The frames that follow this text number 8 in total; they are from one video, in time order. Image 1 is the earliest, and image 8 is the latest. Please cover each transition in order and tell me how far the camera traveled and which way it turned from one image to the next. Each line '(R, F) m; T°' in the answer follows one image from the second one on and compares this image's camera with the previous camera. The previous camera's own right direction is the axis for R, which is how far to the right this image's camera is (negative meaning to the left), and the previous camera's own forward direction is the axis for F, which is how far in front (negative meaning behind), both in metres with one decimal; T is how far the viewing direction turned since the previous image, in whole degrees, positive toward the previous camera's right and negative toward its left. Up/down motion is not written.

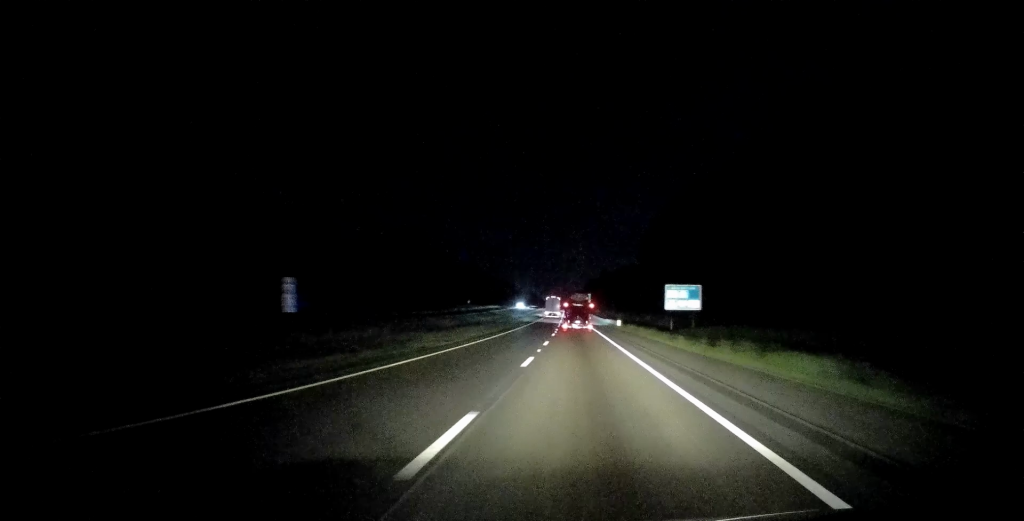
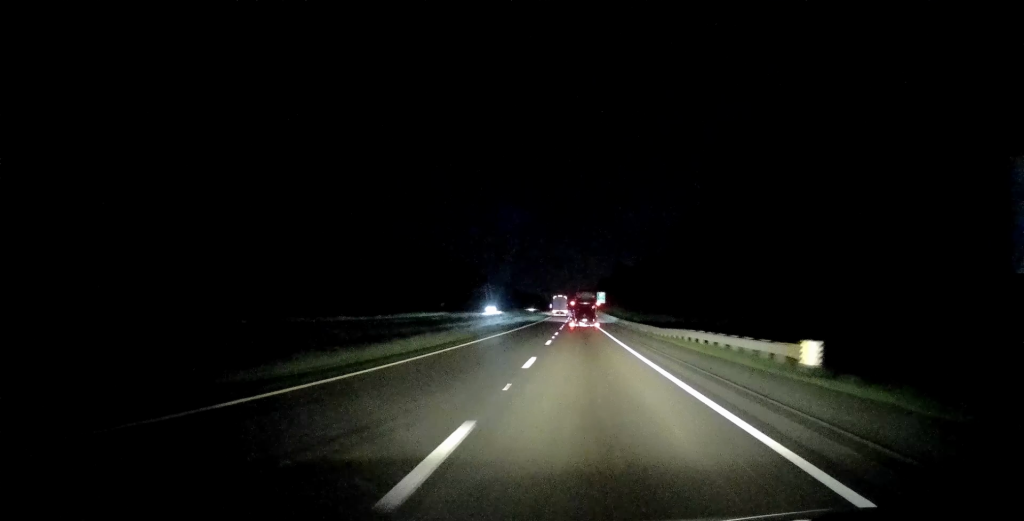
(-0.6, +62.1) m; -2°
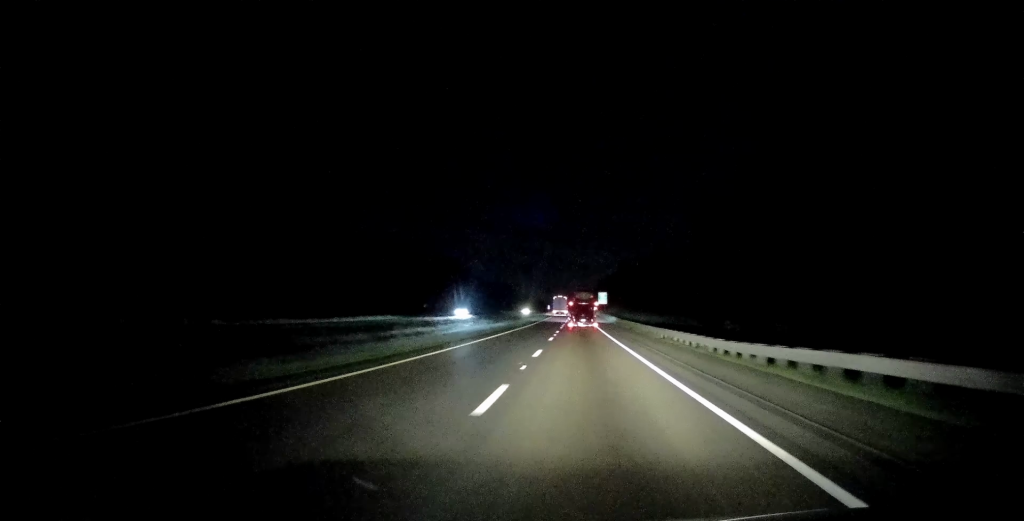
(-0.1, +19.7) m; 0°
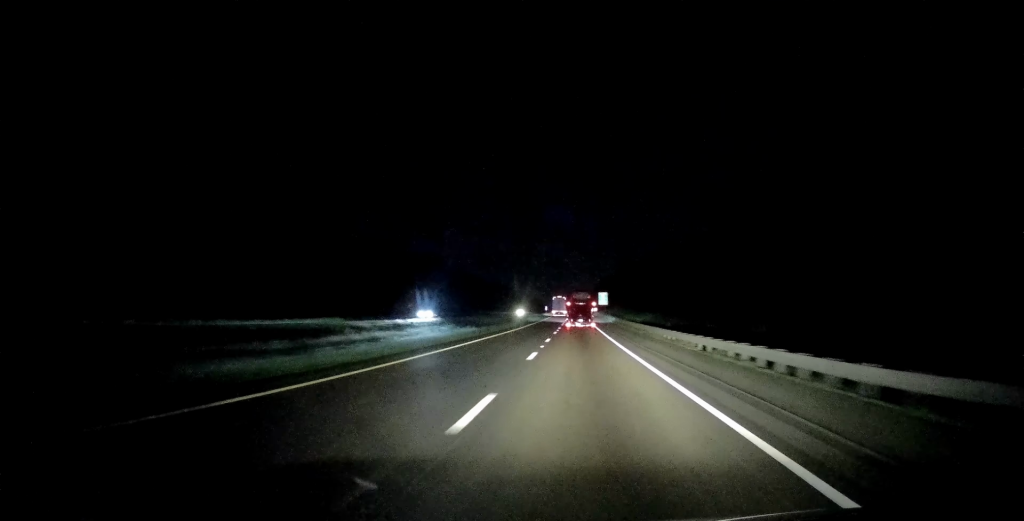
(+0.2, +13.4) m; 0°
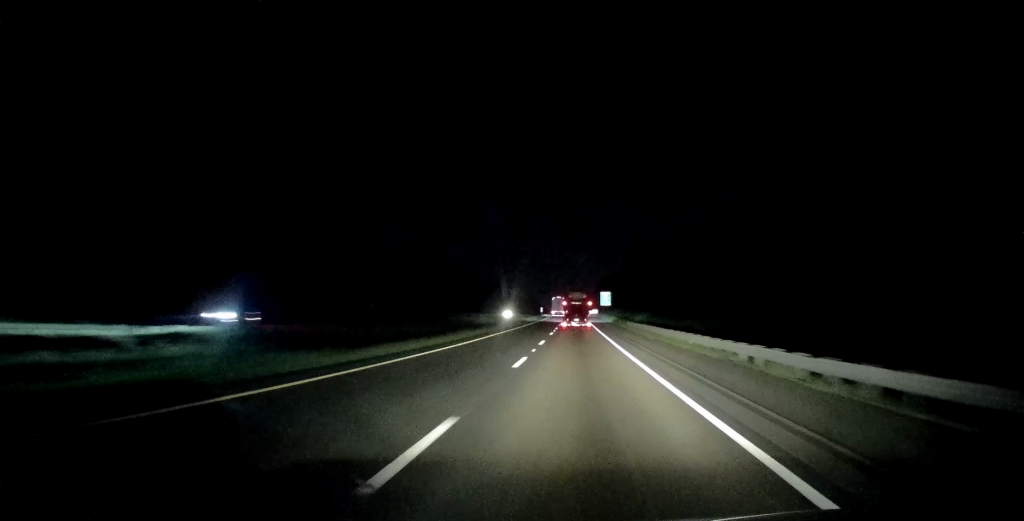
(-0.1, +26.8) m; 0°
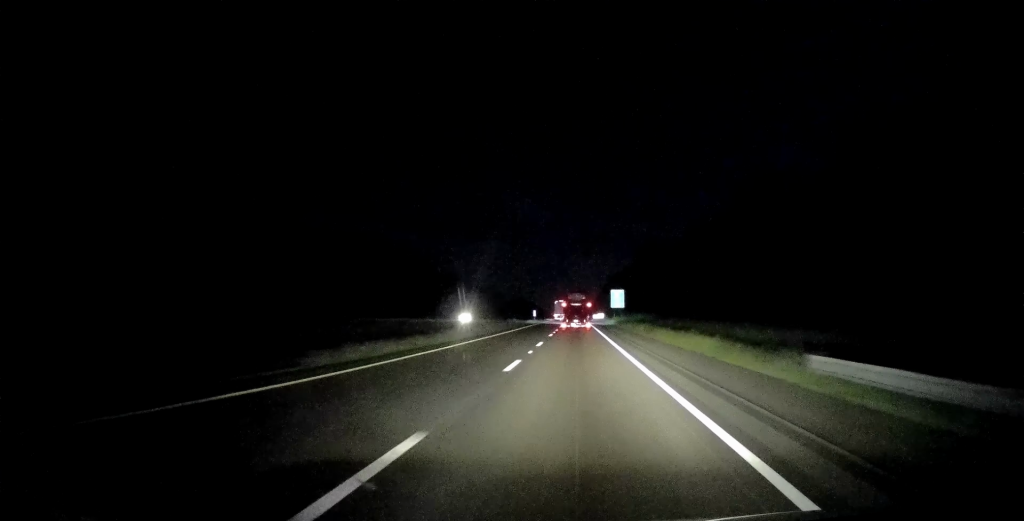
(-0.3, +49.5) m; 0°
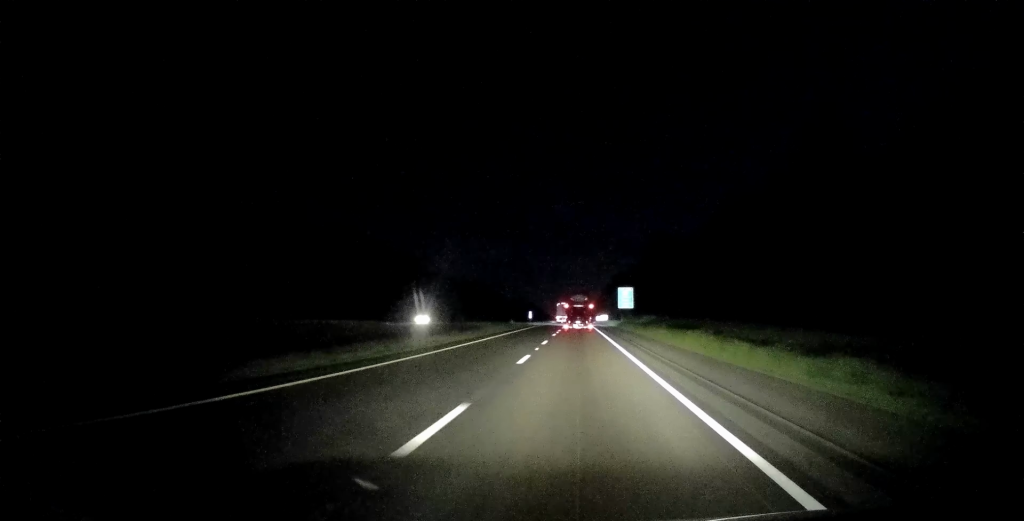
(0.0, +21.5) m; +1°
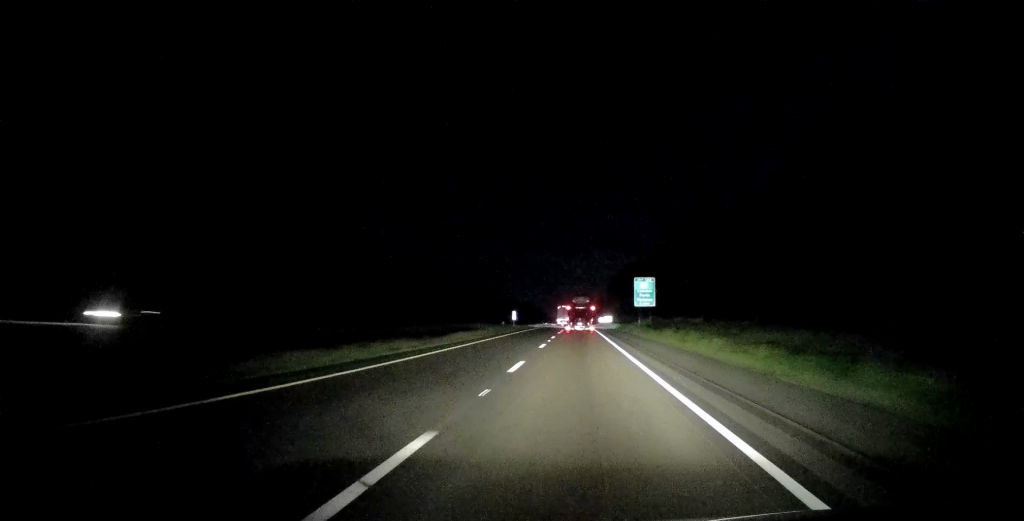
(+0.2, +38.7) m; 0°
